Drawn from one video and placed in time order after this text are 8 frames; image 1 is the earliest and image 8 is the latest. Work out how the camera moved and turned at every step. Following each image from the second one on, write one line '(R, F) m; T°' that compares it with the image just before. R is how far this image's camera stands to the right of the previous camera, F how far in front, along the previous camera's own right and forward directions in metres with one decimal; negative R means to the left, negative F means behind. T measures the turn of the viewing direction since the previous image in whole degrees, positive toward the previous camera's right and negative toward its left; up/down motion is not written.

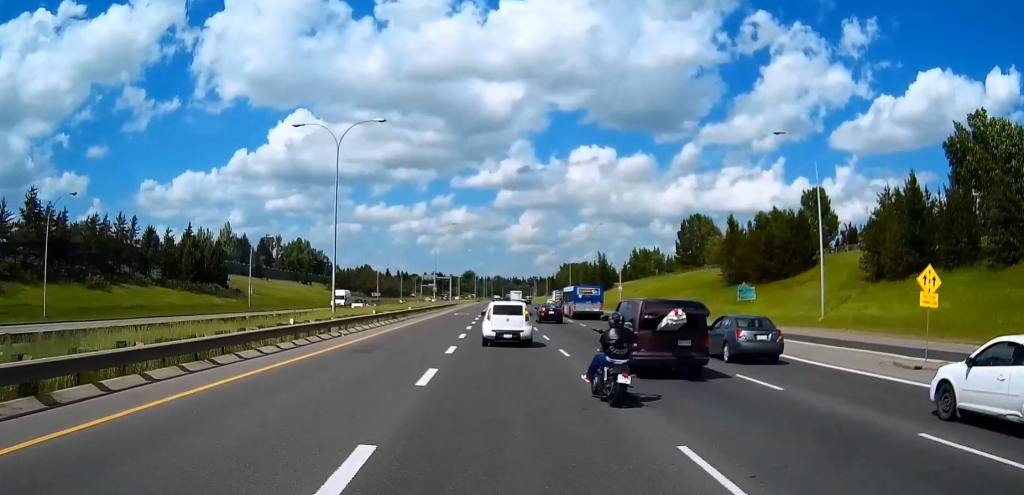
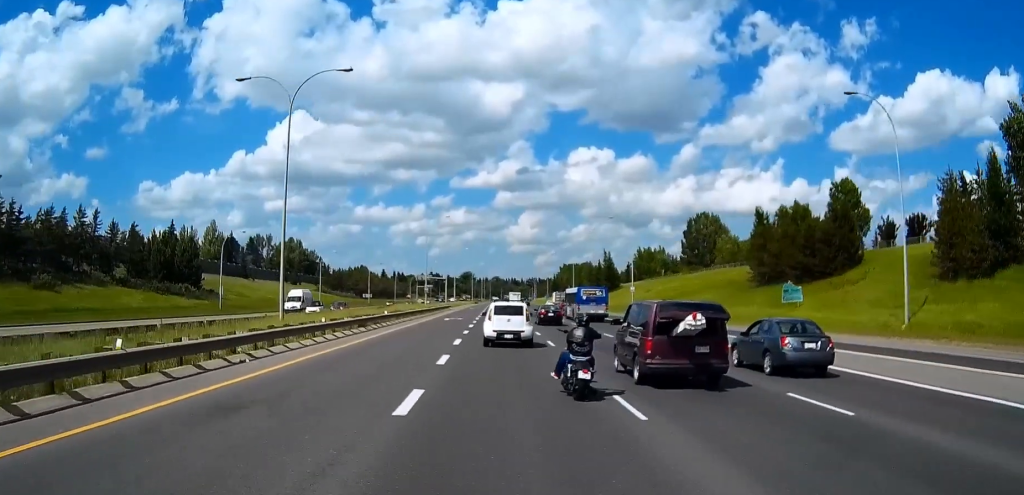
(0.0, +12.3) m; 0°
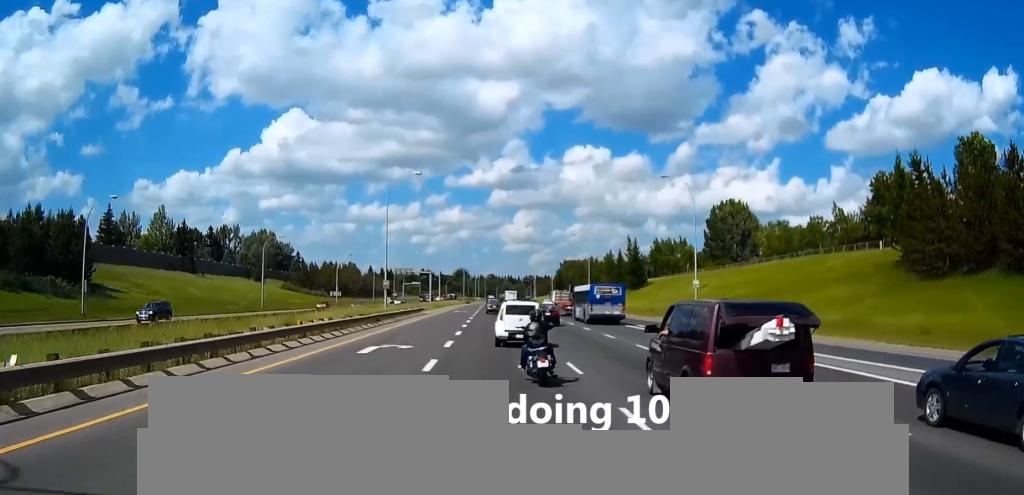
(-0.1, +37.7) m; 0°
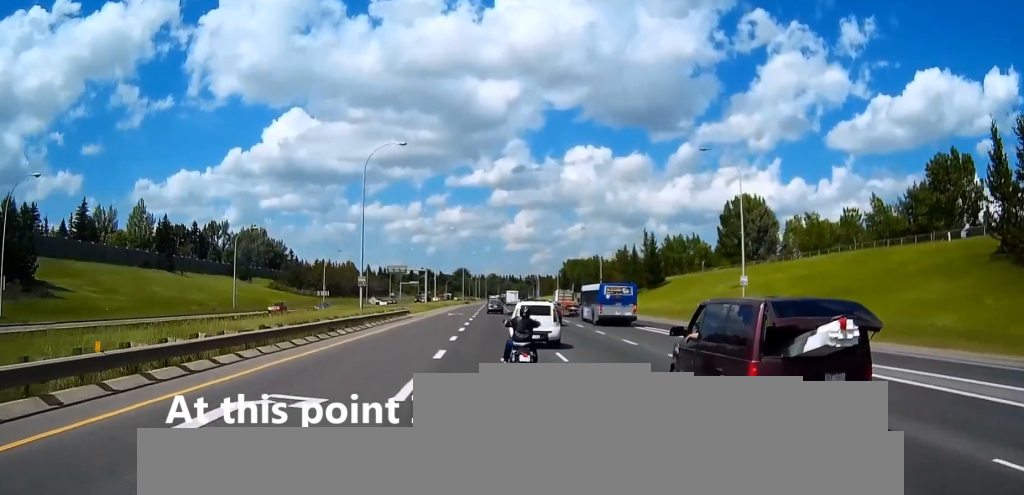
(0.0, +14.2) m; 0°
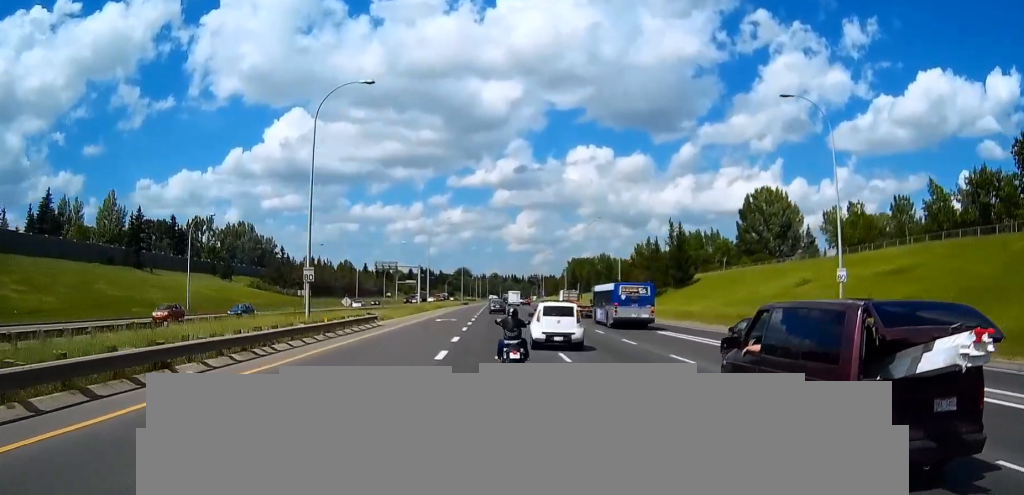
(0.0, +17.5) m; 0°
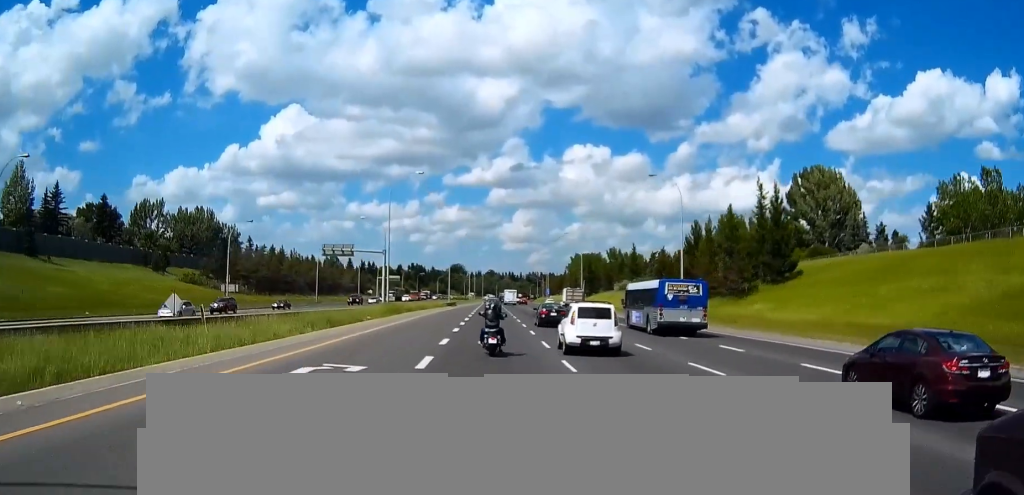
(-0.1, +40.1) m; 0°
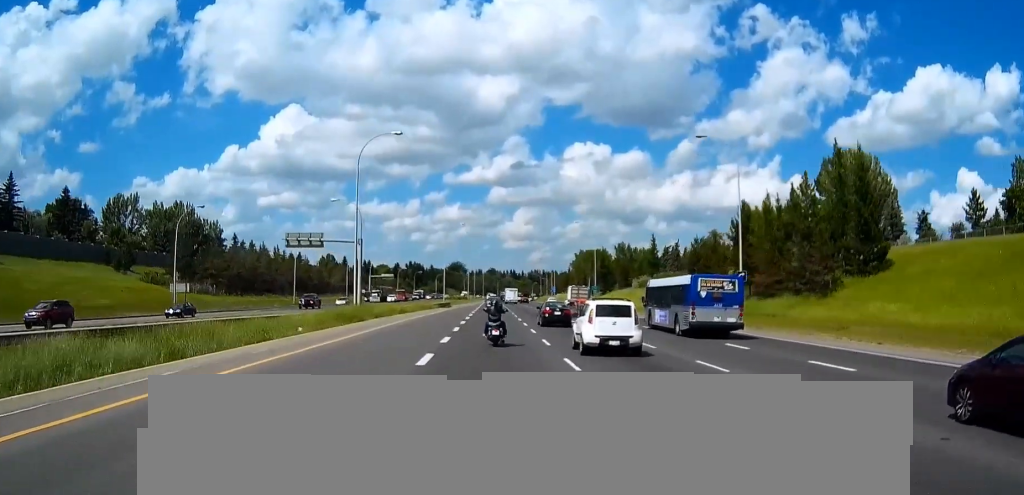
(0.0, +18.8) m; 0°
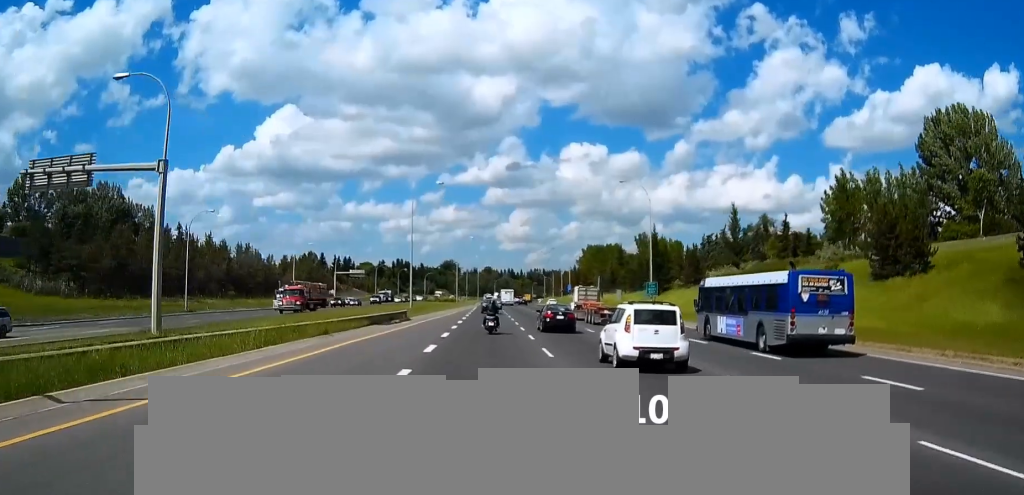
(+0.1, +47.9) m; 0°
